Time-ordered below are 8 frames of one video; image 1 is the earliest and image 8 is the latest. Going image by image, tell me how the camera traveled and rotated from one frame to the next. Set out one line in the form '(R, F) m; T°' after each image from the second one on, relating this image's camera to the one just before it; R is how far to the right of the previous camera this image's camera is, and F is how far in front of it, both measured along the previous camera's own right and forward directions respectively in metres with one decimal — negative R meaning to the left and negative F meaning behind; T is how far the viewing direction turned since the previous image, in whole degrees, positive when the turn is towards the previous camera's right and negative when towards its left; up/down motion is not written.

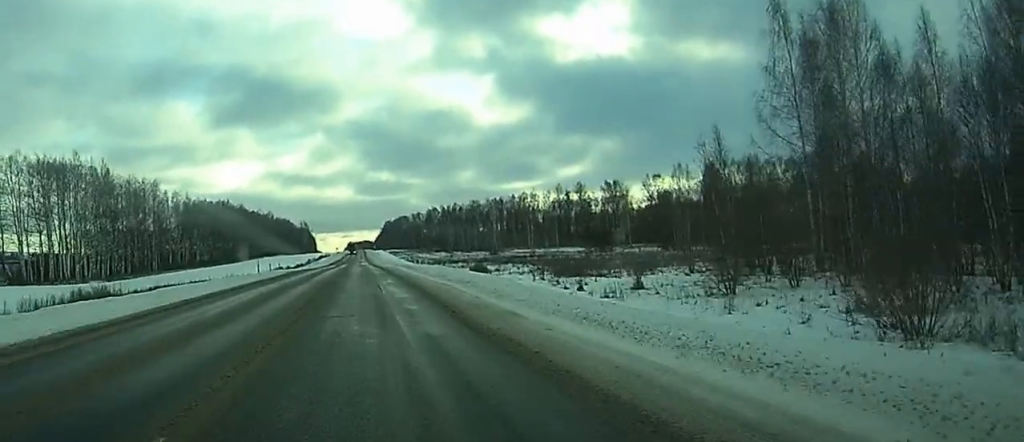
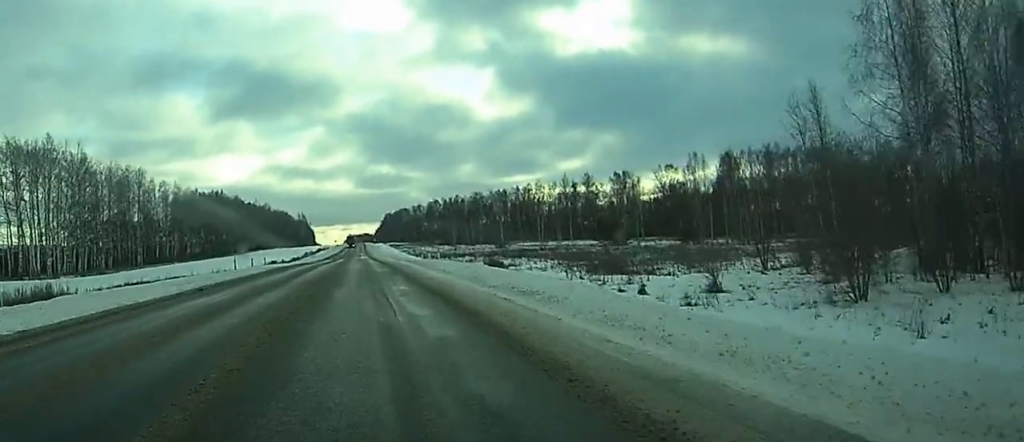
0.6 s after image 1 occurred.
(0.0, +13.8) m; 0°
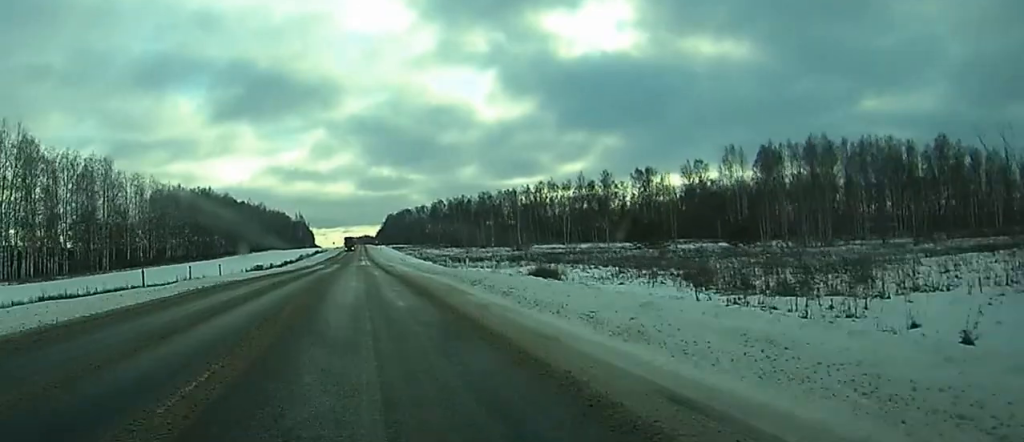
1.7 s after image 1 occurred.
(+0.1, +26.4) m; +1°
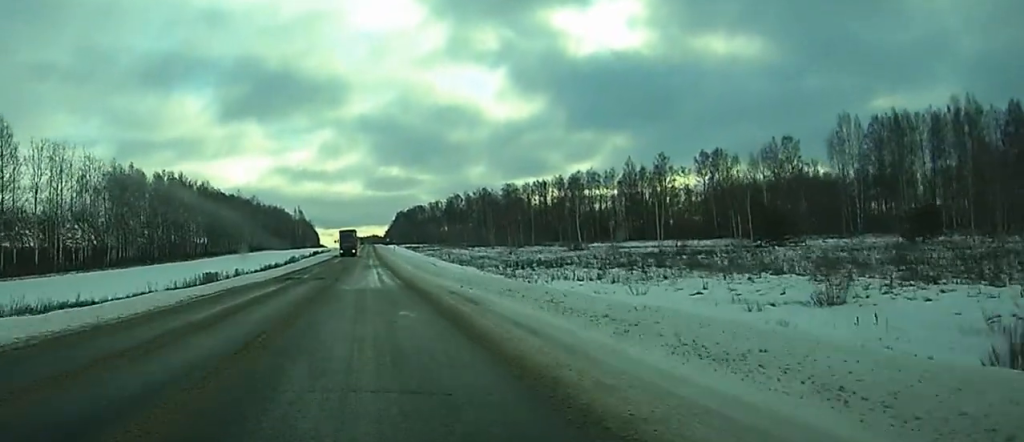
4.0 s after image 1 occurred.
(-1.1, +54.1) m; -3°
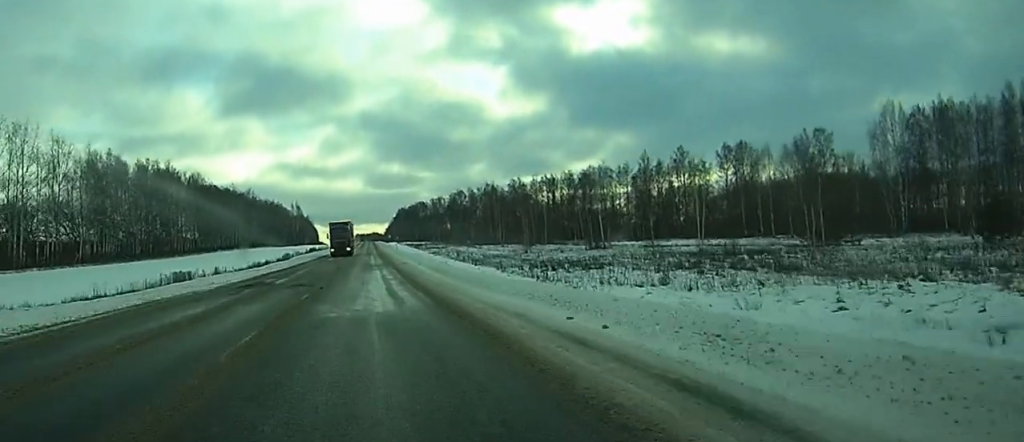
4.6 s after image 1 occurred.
(0.0, +15.6) m; 0°
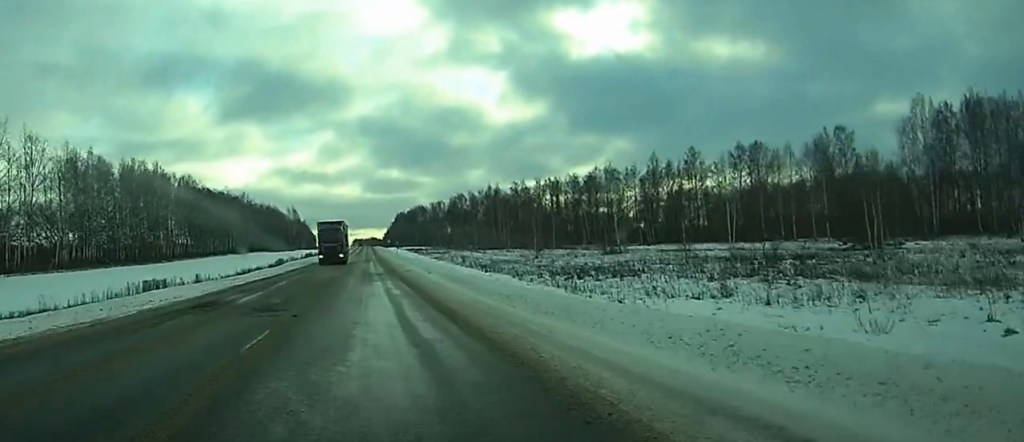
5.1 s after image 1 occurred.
(+0.2, +10.1) m; +1°
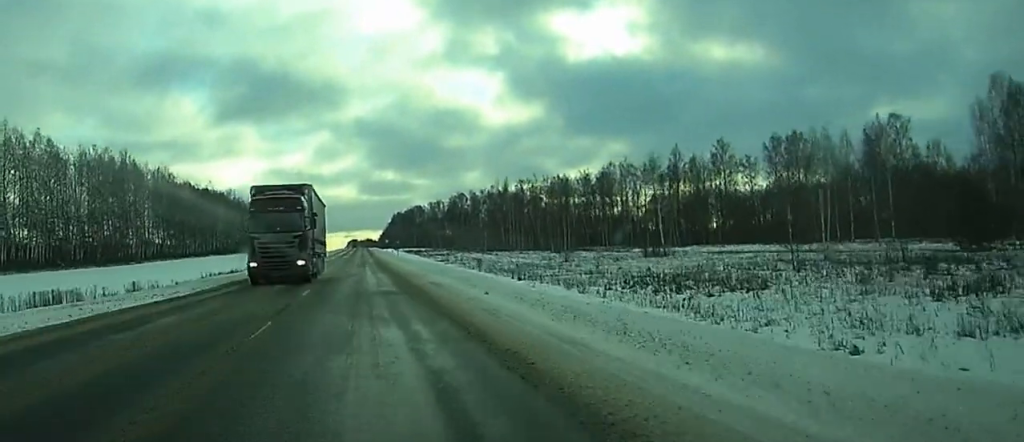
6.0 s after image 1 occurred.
(+0.1, +22.7) m; 0°
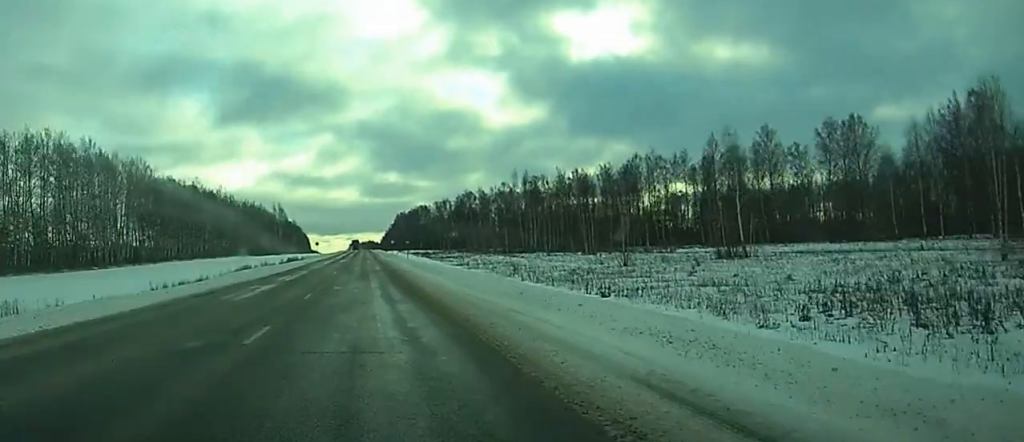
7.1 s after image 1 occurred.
(-0.1, +24.5) m; 0°
